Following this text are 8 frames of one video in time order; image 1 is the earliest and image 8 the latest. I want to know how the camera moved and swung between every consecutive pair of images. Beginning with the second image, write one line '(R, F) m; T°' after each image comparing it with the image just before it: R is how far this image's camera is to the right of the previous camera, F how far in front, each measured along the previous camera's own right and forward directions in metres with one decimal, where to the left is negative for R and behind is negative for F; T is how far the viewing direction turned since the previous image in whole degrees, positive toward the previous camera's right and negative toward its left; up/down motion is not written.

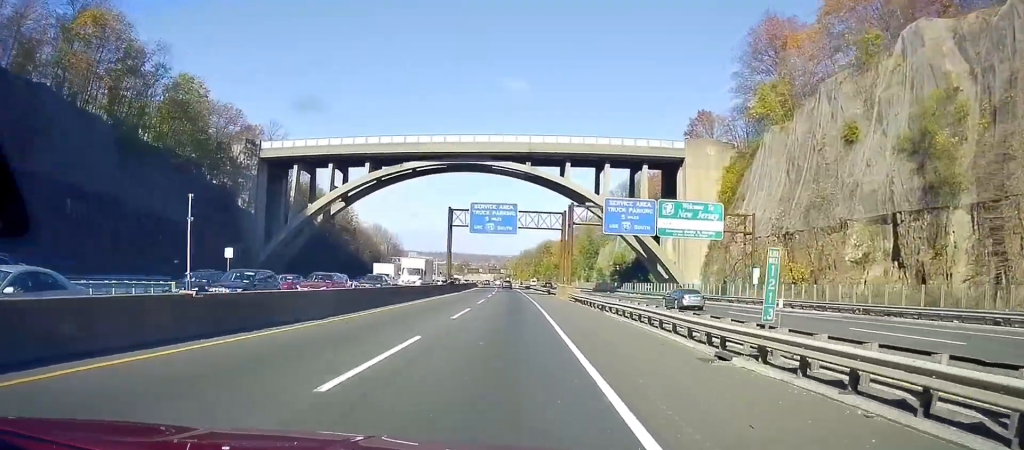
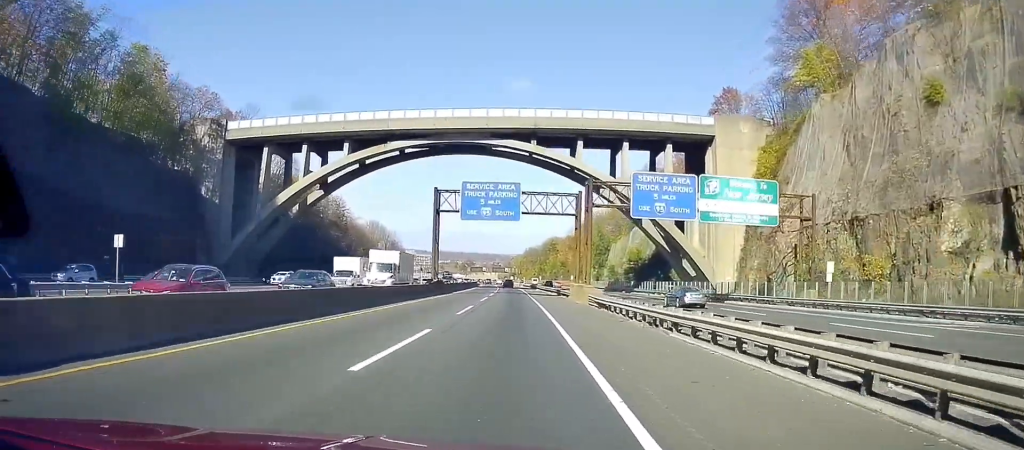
(-0.3, +13.7) m; -1°
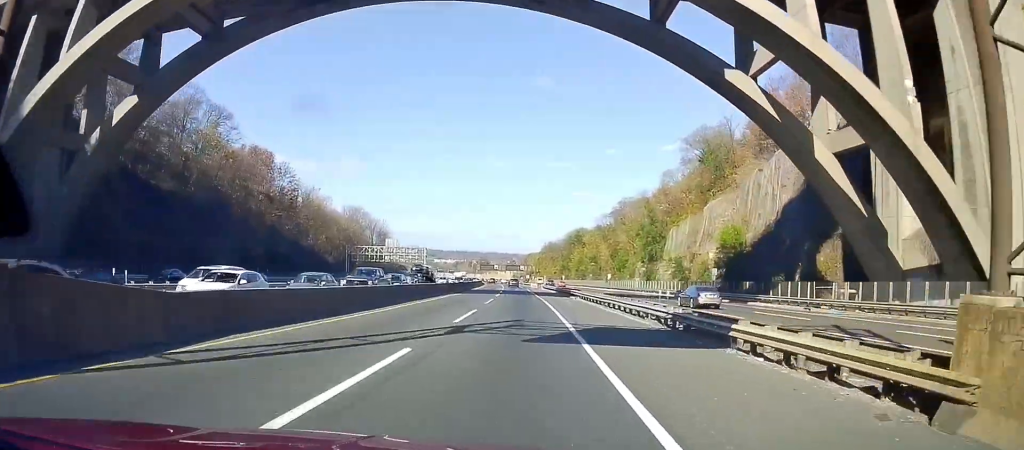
(-1.0, +51.0) m; -1°
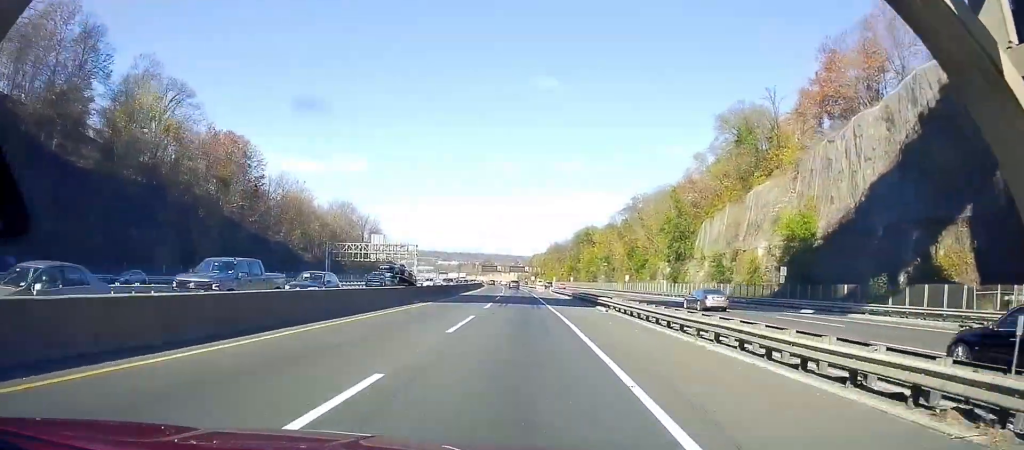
(+0.2, +18.8) m; -1°
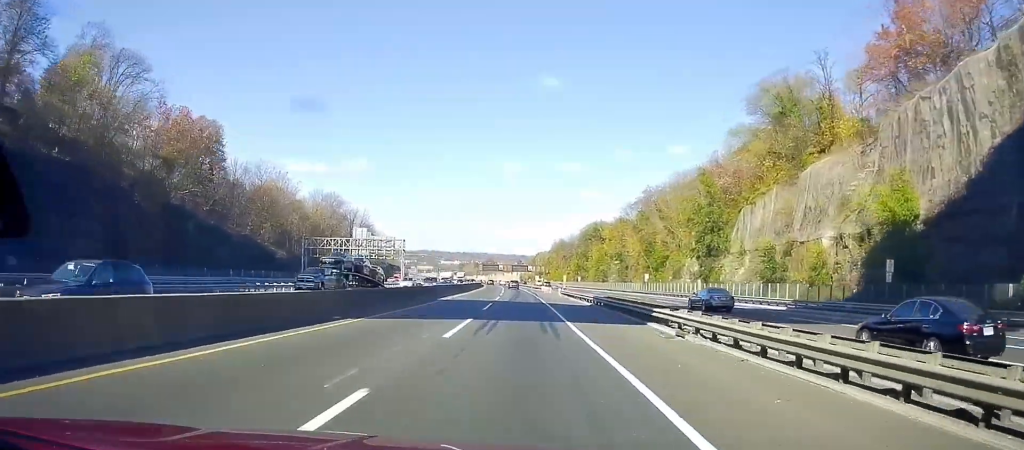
(-0.1, +16.7) m; -1°
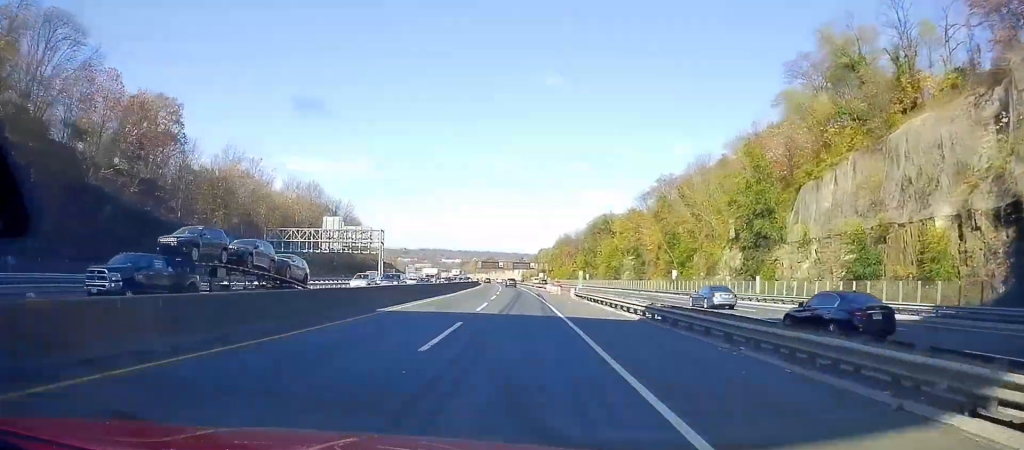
(-0.2, +18.7) m; -1°
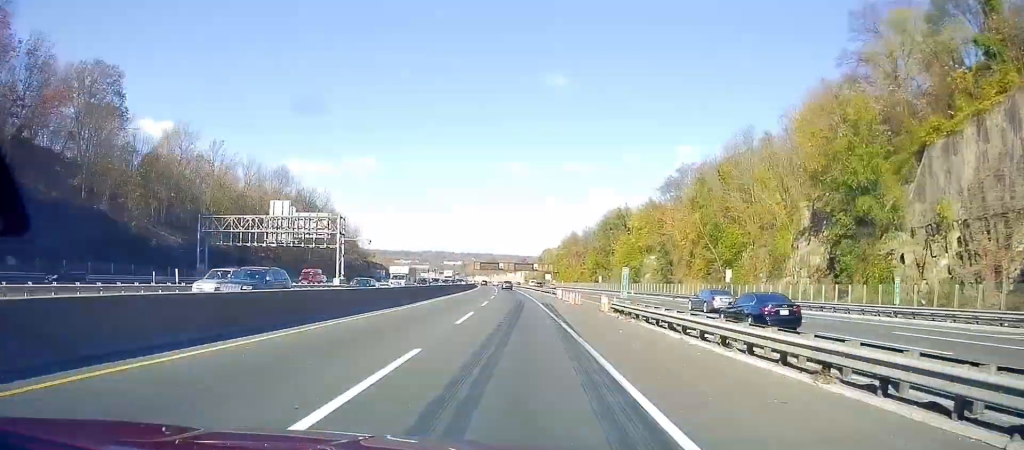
(-0.3, +22.6) m; 0°
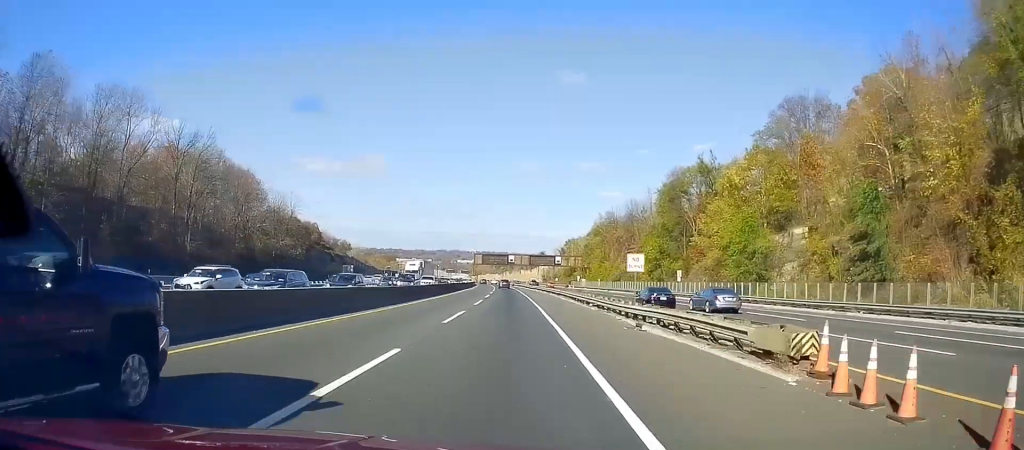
(-0.1, +61.9) m; -2°
